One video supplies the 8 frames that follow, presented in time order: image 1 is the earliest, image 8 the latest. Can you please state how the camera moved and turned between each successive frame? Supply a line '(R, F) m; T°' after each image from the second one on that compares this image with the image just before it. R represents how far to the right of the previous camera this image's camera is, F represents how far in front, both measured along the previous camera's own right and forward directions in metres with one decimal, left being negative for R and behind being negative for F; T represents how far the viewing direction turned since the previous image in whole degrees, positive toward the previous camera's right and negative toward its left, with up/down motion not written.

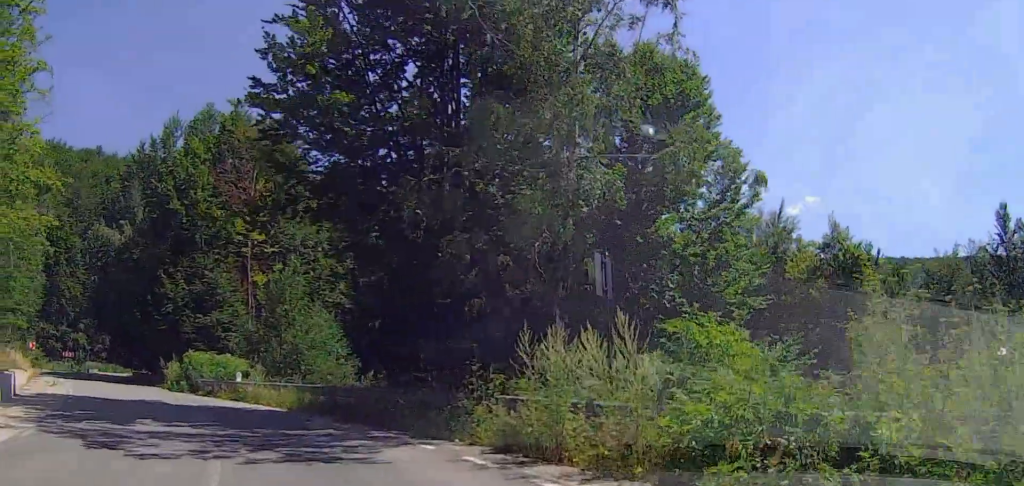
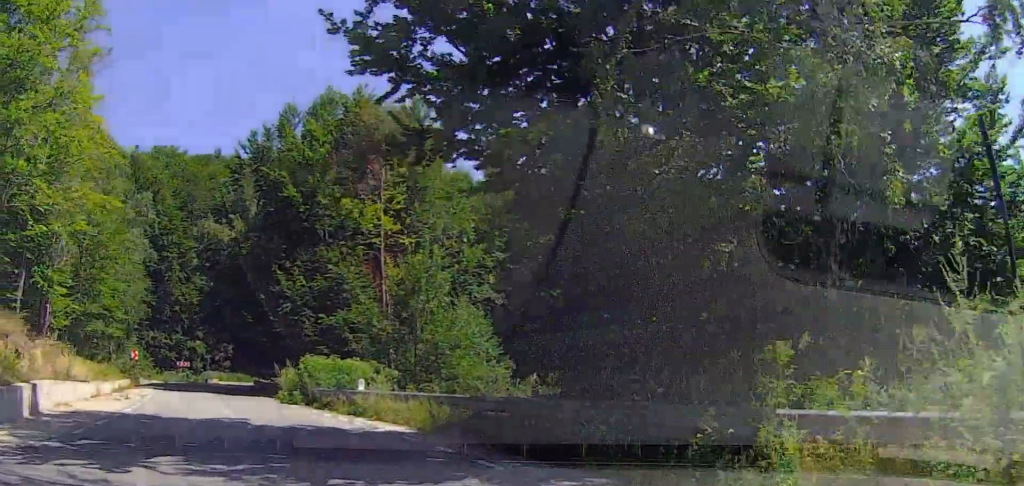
(+0.1, +5.7) m; -8°
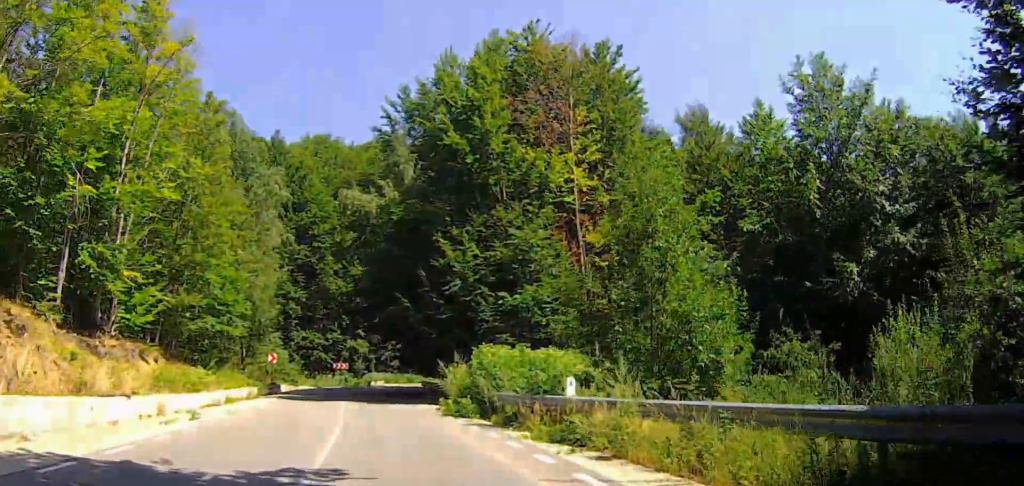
(-1.5, +9.1) m; -12°
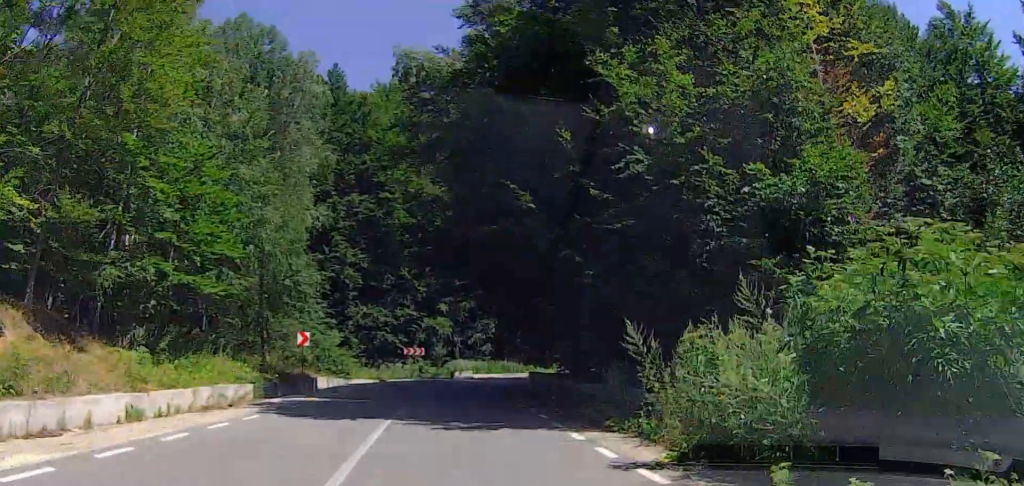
(-1.0, +17.0) m; -7°
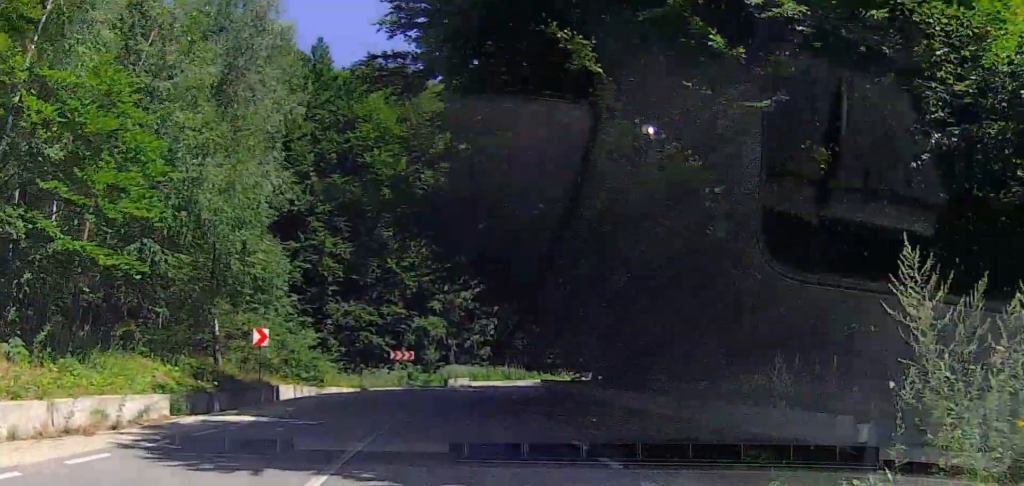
(+0.1, +6.8) m; -5°
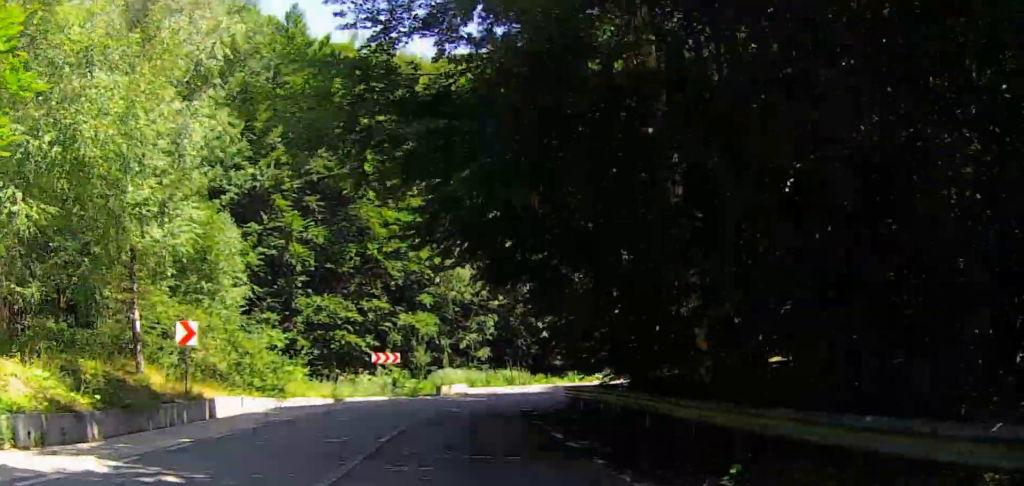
(-1.1, +7.4) m; 0°
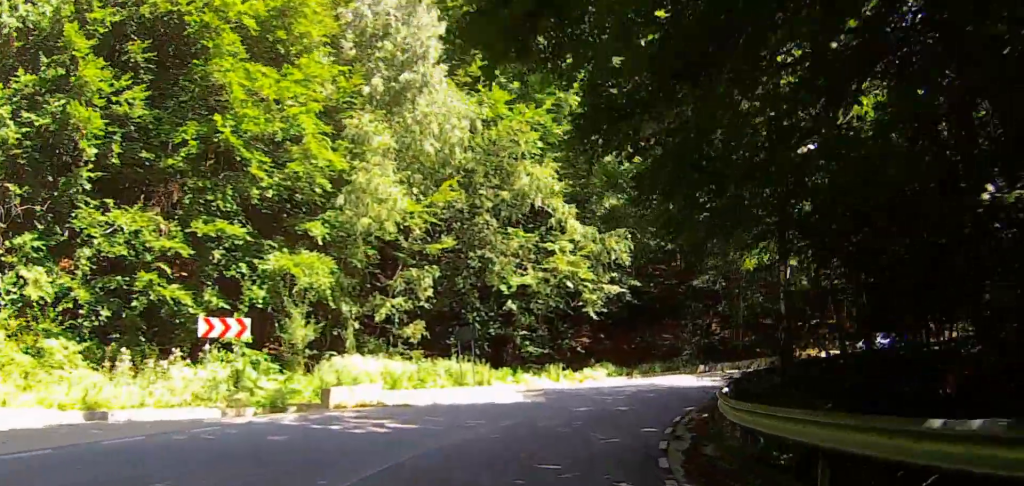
(+2.3, +18.6) m; +15°
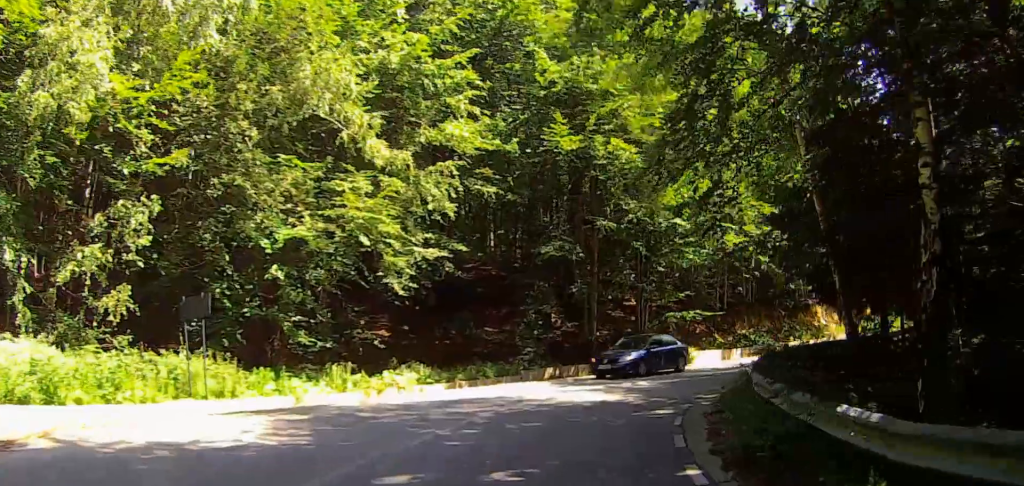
(+1.3, +11.4) m; +21°
